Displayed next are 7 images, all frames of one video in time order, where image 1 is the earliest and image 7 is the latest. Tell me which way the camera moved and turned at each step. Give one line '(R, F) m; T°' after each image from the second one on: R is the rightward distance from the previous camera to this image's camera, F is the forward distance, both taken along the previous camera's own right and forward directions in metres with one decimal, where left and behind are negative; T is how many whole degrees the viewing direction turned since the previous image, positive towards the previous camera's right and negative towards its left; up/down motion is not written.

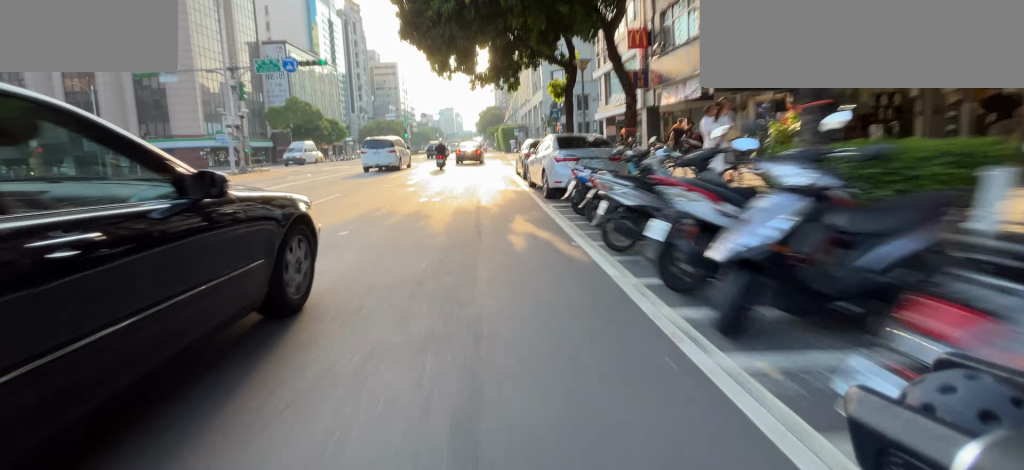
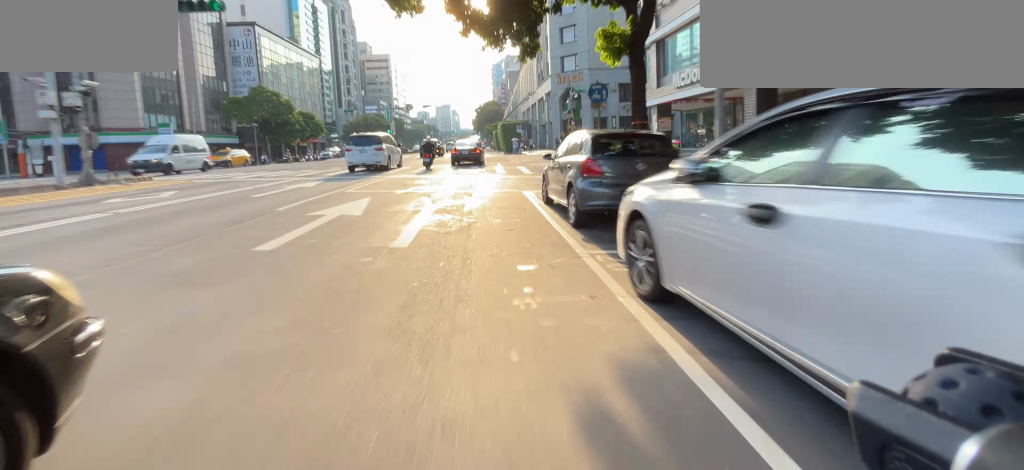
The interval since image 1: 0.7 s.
(0.0, +8.3) m; 0°
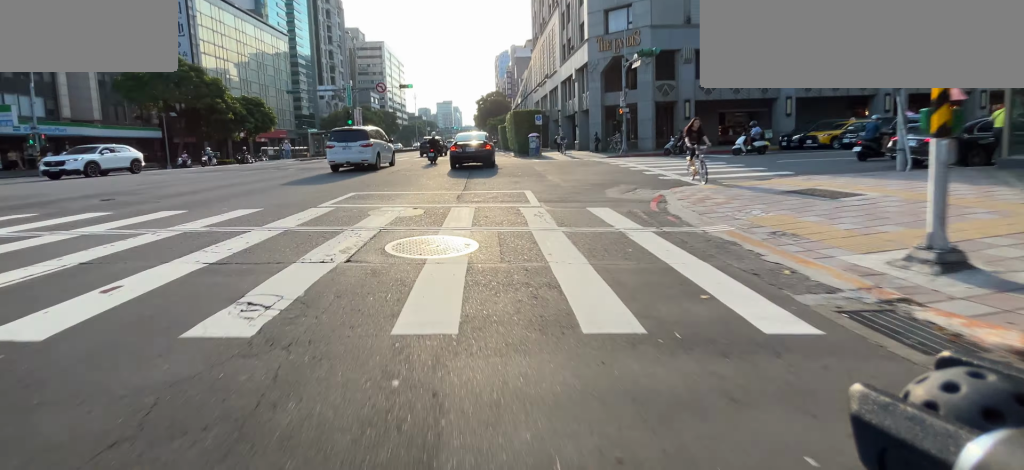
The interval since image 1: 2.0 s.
(0.0, +14.7) m; 0°
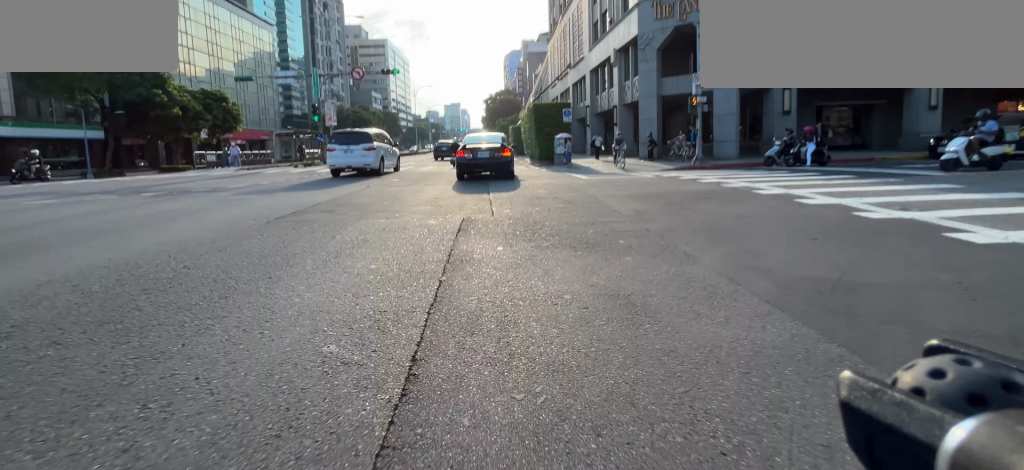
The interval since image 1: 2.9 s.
(0.0, +8.3) m; 0°
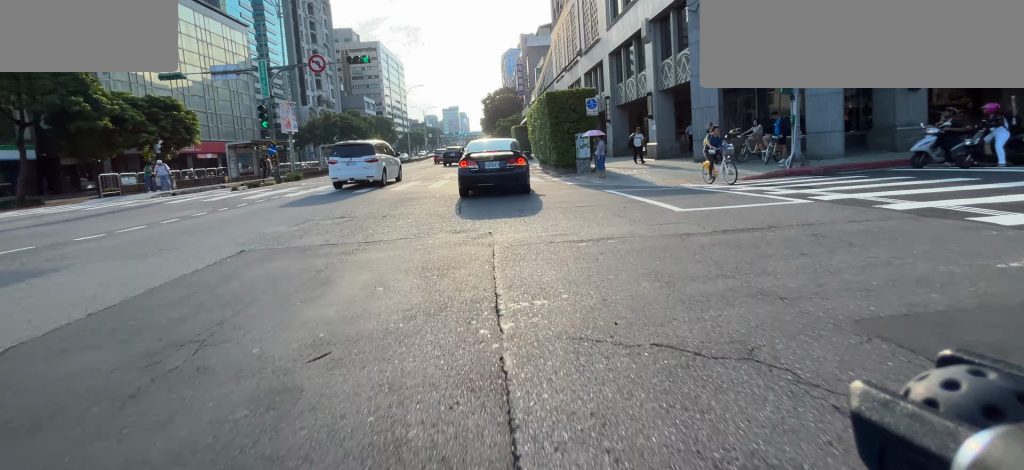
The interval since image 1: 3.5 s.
(0.0, +6.1) m; 0°
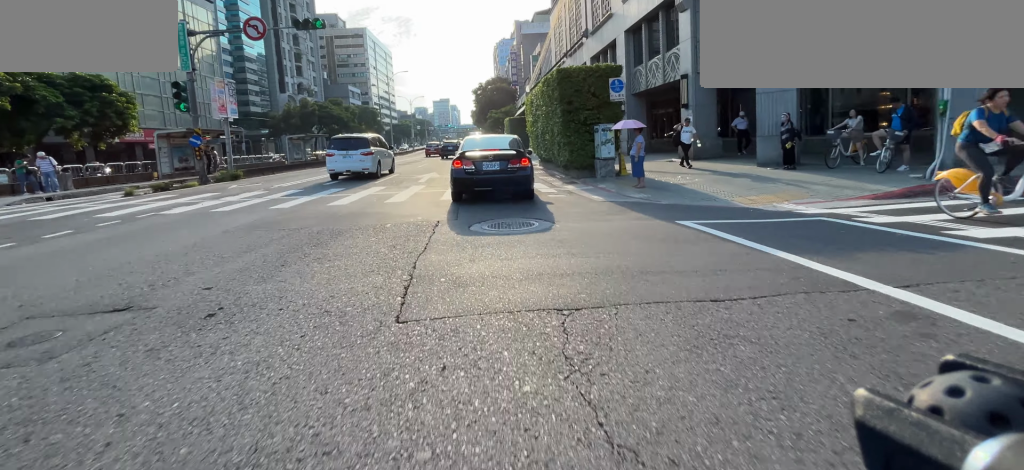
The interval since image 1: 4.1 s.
(0.0, +5.2) m; 0°
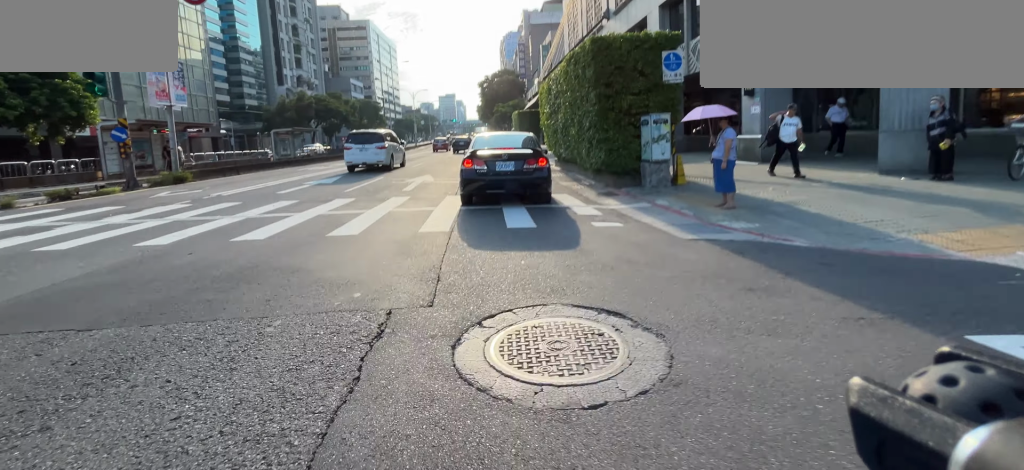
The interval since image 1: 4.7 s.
(0.0, +4.0) m; 0°
